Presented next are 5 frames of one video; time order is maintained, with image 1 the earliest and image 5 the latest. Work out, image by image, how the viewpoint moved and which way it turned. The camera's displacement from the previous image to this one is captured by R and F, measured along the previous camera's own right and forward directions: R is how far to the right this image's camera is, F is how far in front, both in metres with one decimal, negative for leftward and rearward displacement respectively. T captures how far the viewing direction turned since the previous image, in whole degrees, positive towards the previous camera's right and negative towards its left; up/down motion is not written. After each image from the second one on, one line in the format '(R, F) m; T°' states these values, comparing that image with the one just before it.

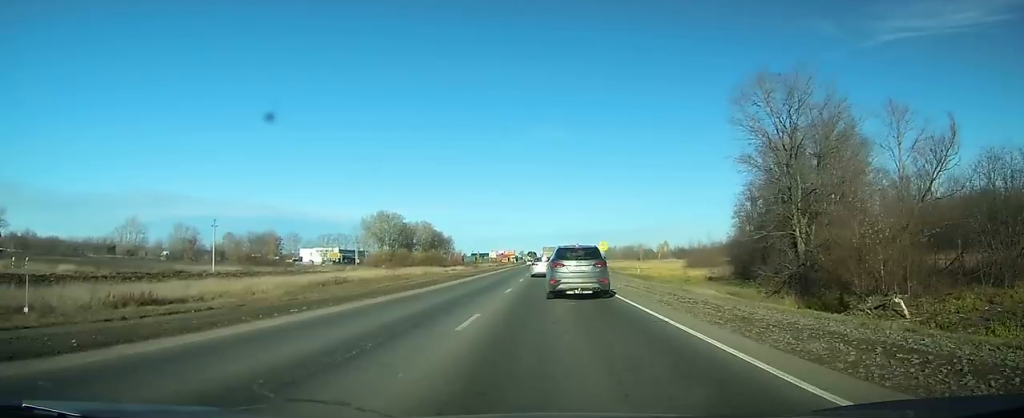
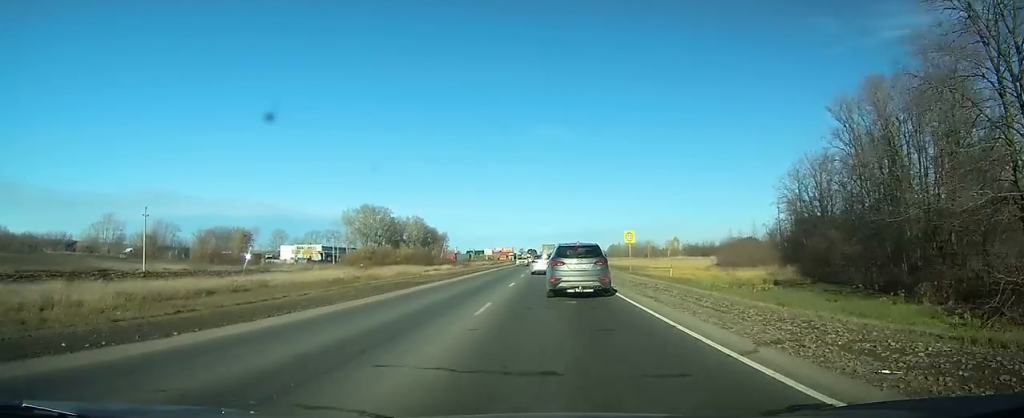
(+0.1, +22.2) m; 0°
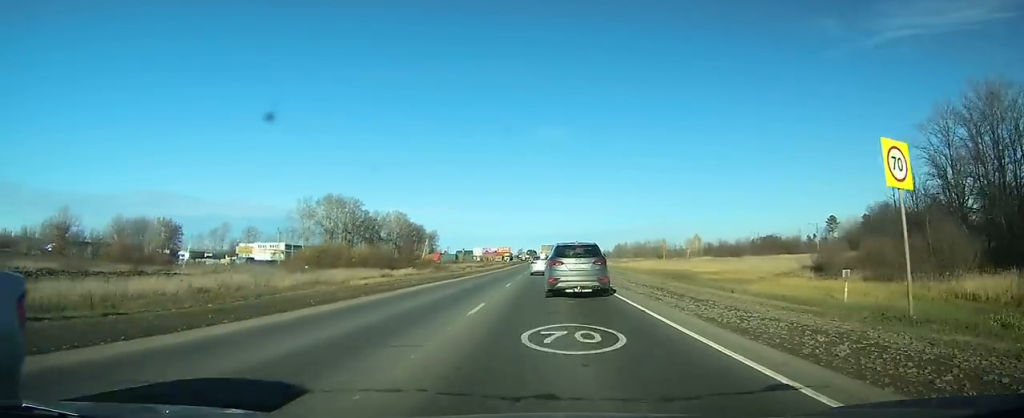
(+0.2, +38.1) m; 0°
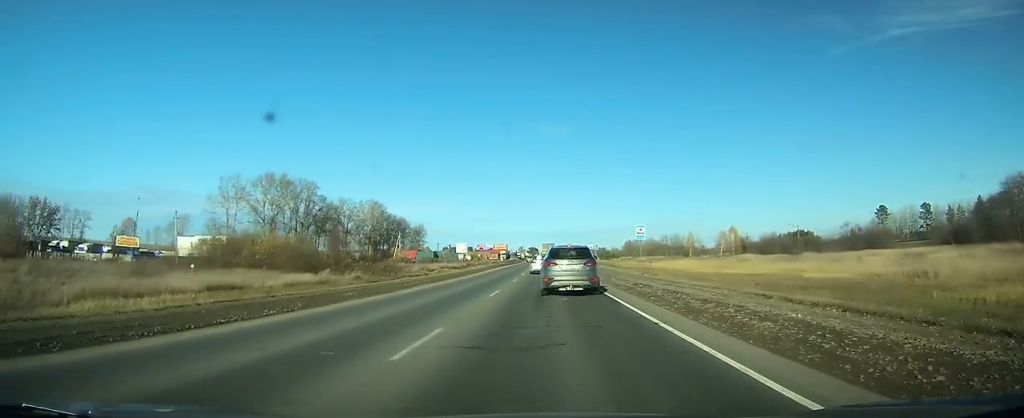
(0.0, +42.8) m; 0°
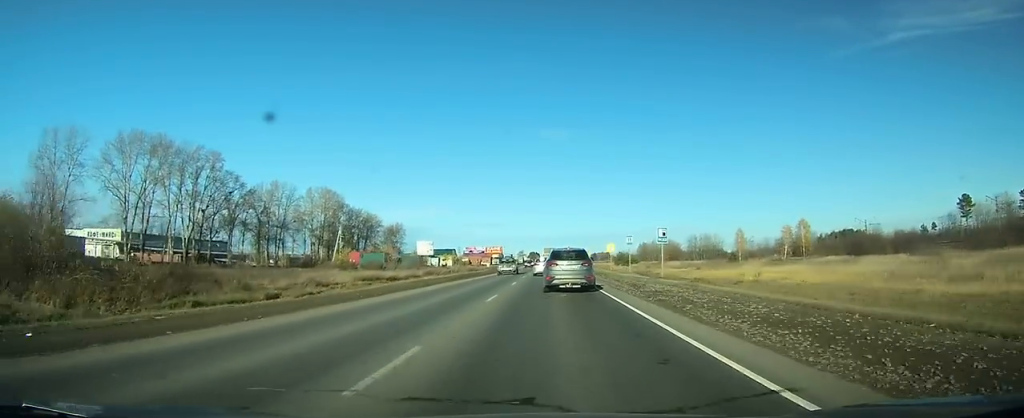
(-0.2, +51.1) m; 0°
